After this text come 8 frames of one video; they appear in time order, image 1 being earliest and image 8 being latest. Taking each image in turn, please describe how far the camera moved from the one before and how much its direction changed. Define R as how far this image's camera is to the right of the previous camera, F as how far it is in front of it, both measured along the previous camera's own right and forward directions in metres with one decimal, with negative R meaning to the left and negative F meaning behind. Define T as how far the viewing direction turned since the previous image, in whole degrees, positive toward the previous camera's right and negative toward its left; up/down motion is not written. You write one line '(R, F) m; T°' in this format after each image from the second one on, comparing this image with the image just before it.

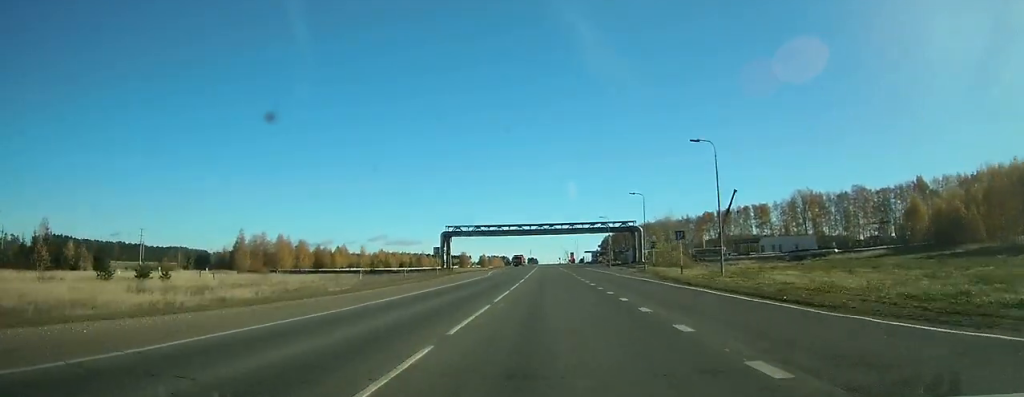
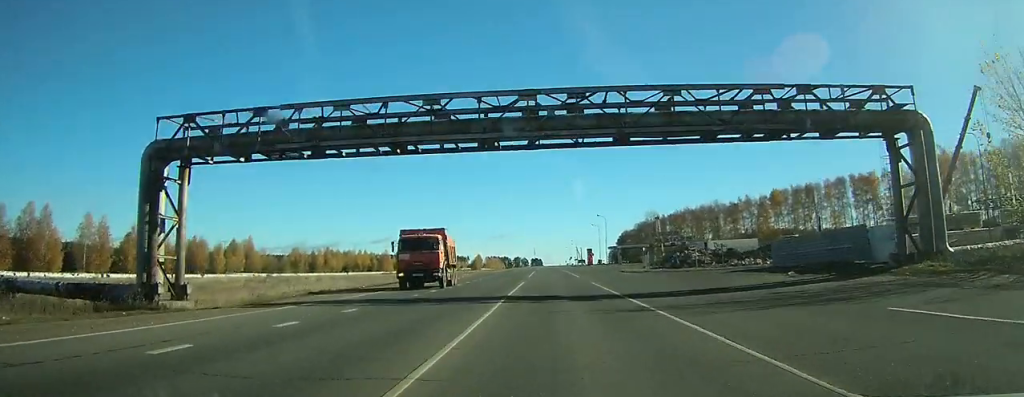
(-0.8, +93.0) m; -1°
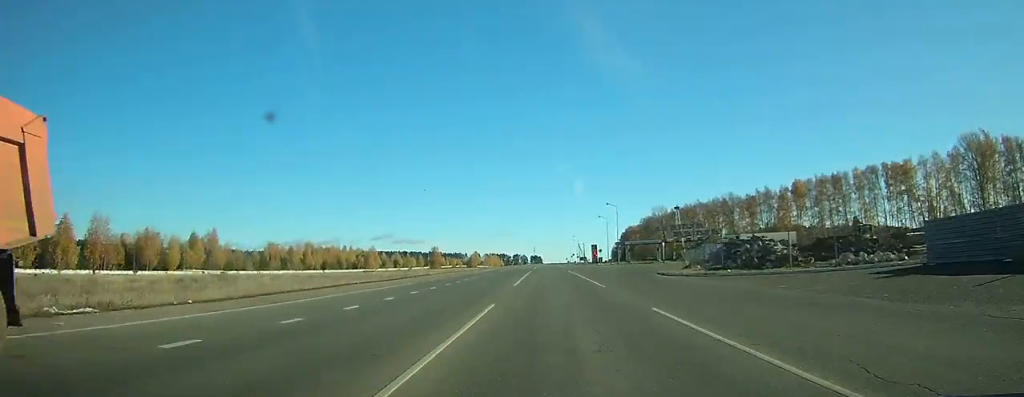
(0.0, +20.2) m; 0°
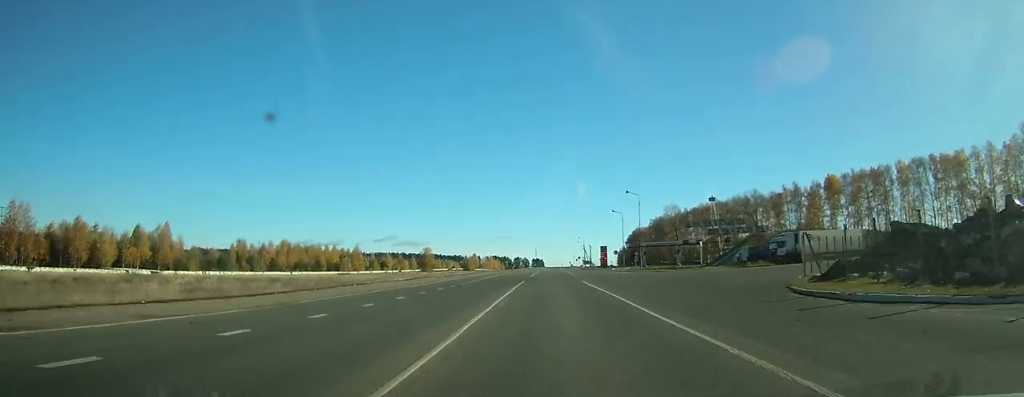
(-0.1, +22.4) m; 0°
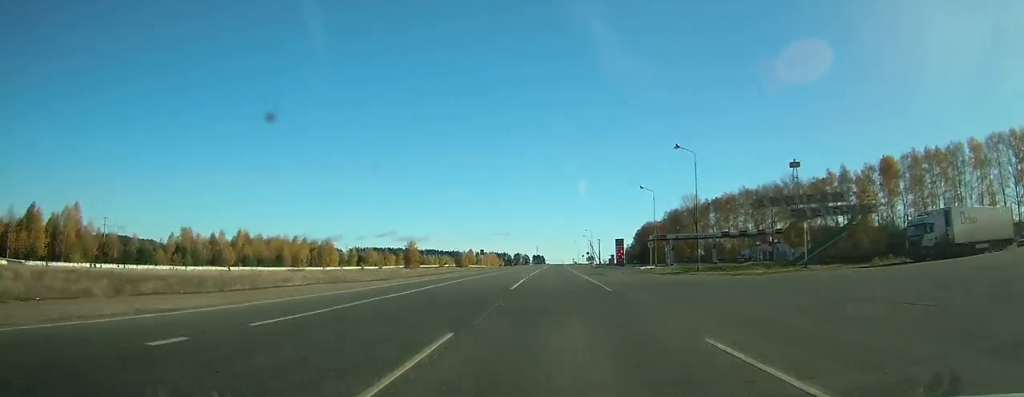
(-0.1, +29.8) m; 0°
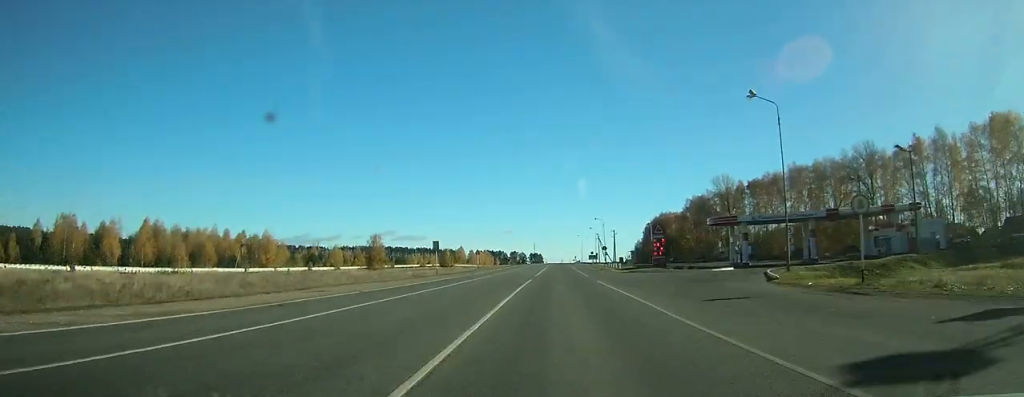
(+0.3, +42.2) m; +1°
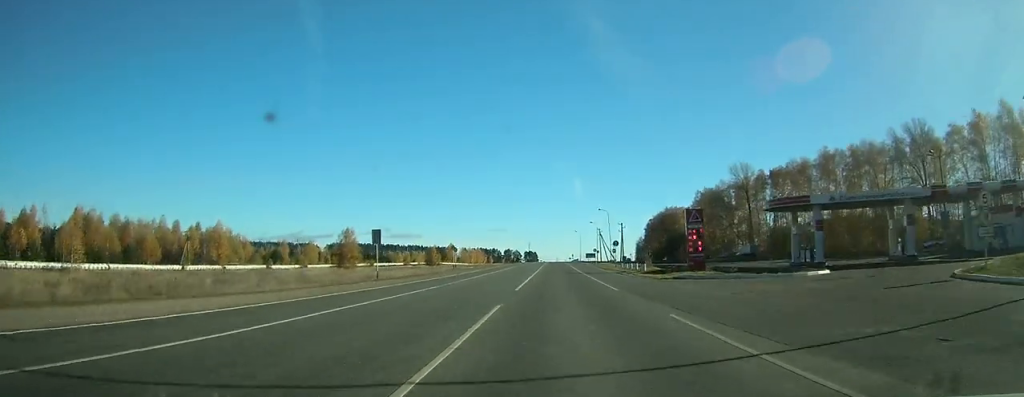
(+0.1, +20.7) m; 0°
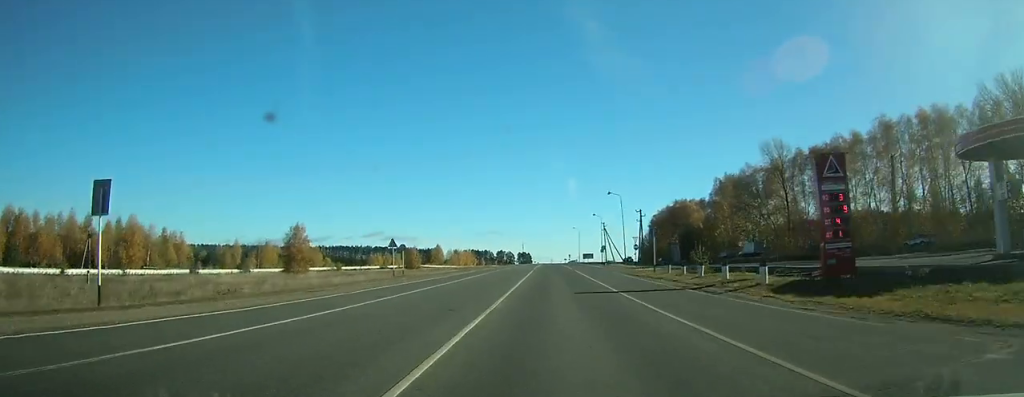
(0.0, +28.2) m; 0°
